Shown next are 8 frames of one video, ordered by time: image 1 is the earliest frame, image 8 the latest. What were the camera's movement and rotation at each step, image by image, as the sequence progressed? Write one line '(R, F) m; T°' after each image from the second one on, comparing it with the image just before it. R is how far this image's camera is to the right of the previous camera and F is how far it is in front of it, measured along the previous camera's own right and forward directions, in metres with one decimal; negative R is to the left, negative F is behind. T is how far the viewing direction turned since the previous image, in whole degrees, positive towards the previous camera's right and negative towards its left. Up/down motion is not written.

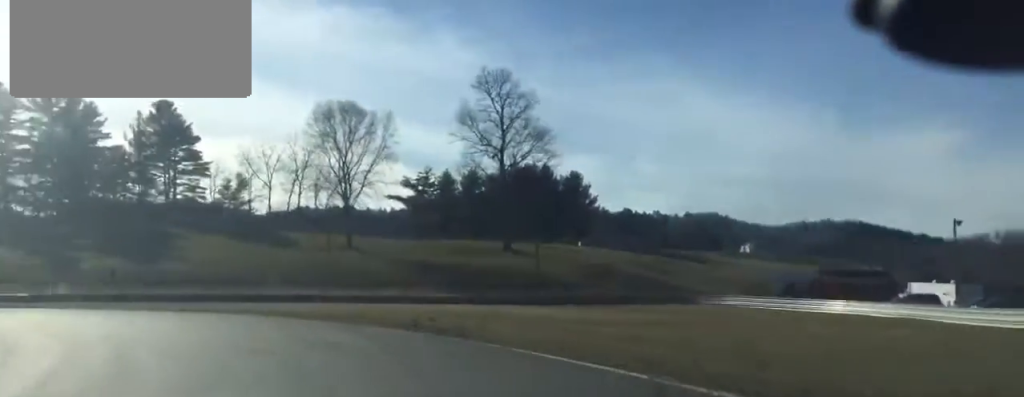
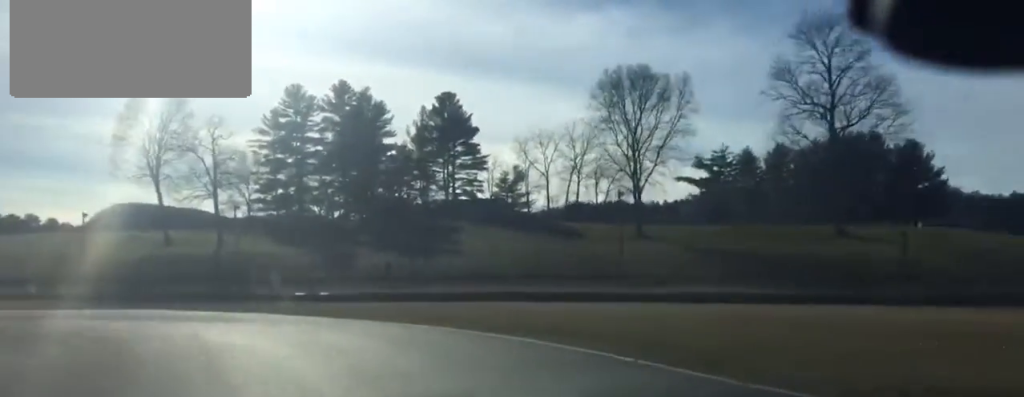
(-2.9, +19.9) m; -20°
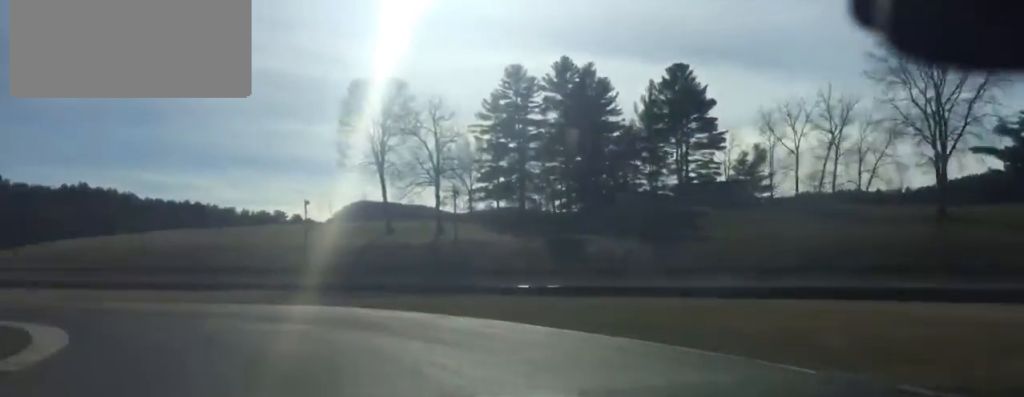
(-2.7, +15.4) m; -14°
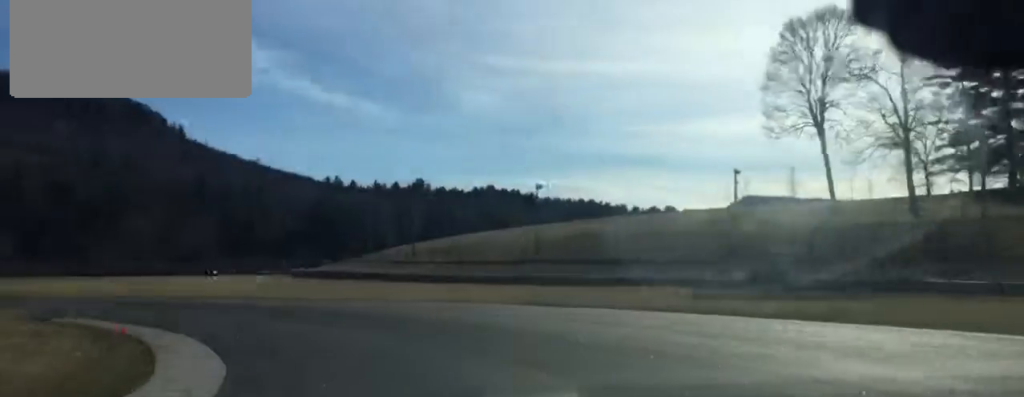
(-4.5, +26.8) m; -22°
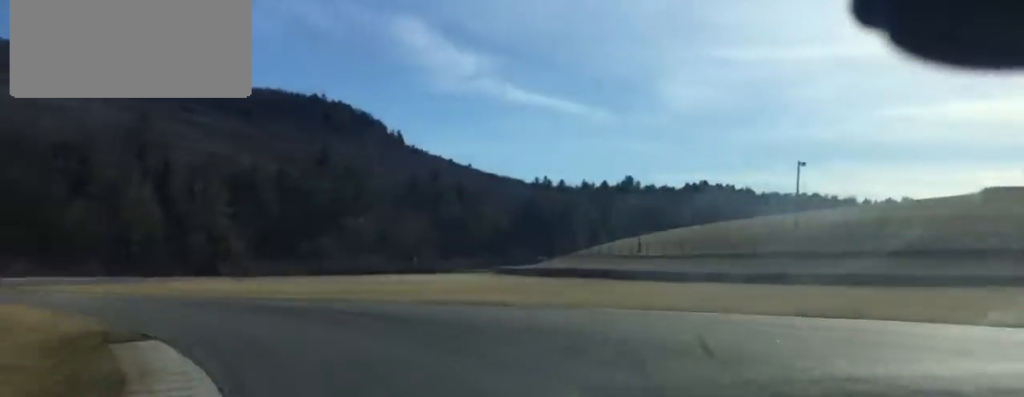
(-1.9, +15.6) m; -15°
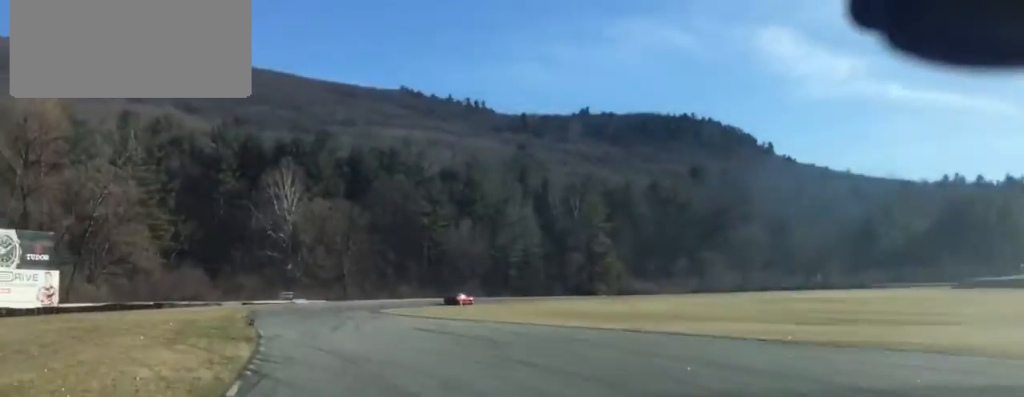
(-5.2, +26.5) m; -18°
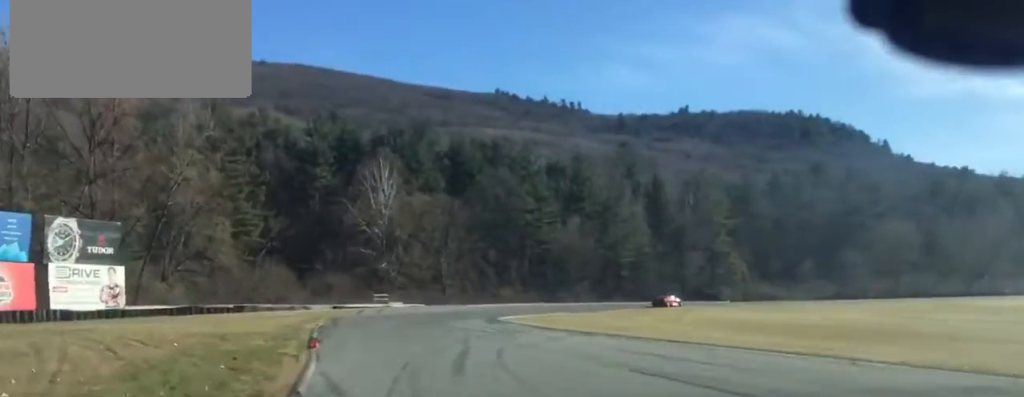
(-1.4, +16.4) m; -3°
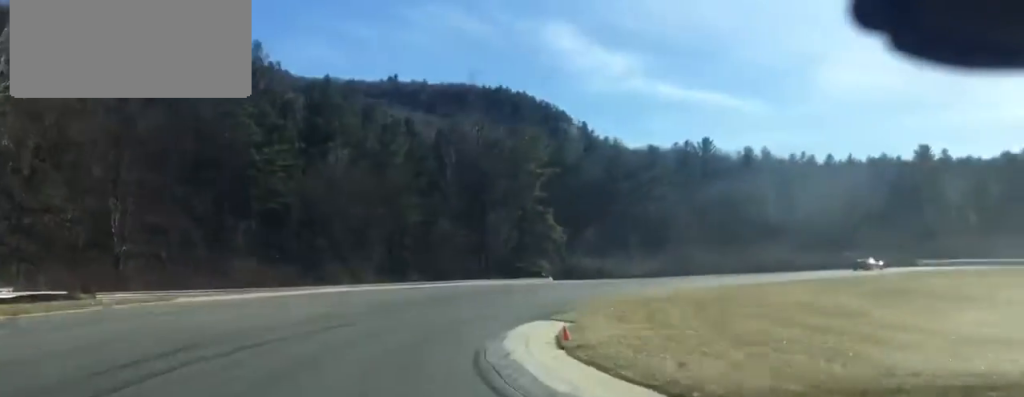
(+1.8, +51.8) m; +18°
